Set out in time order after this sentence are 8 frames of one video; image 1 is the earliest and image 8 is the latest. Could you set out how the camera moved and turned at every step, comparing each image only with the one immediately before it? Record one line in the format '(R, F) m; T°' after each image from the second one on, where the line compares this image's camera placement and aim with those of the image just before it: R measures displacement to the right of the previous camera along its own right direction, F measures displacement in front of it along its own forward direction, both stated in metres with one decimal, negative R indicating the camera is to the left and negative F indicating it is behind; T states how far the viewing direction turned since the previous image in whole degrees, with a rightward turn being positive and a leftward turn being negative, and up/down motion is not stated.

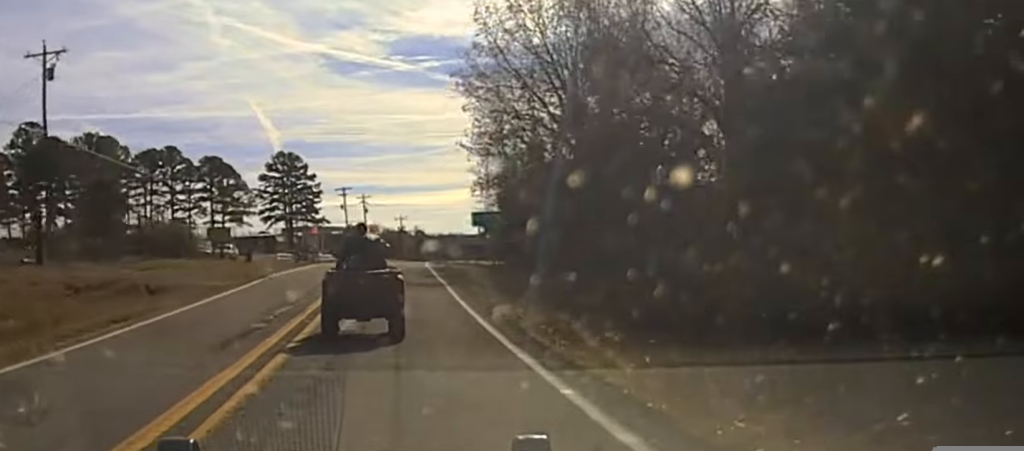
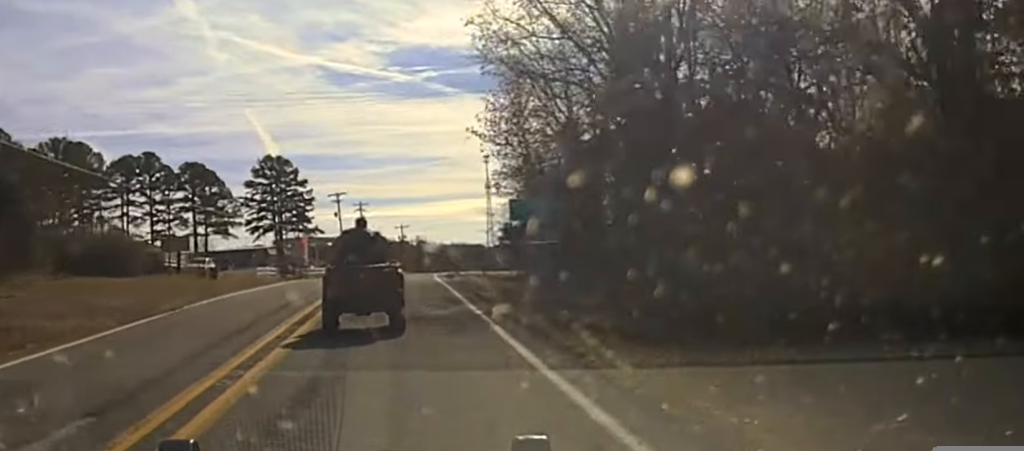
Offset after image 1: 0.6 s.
(+0.1, +13.9) m; 0°
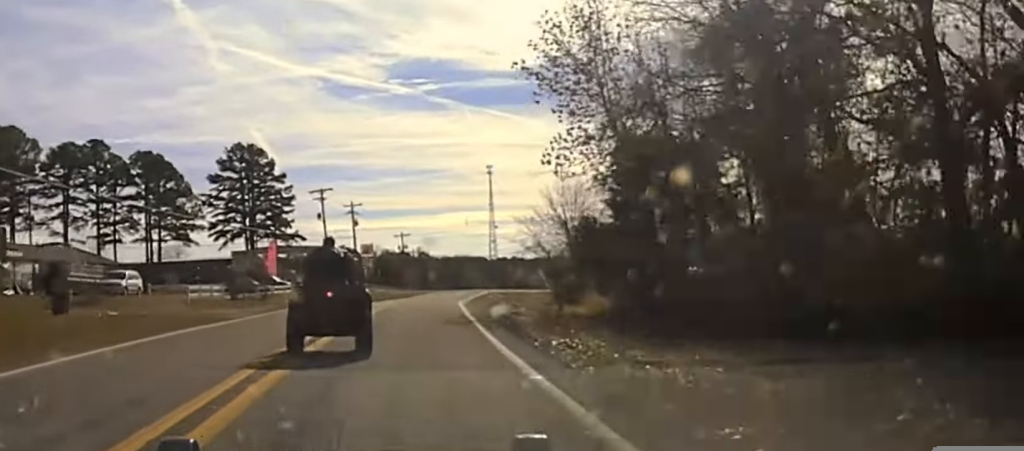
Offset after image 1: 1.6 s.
(0.0, +25.2) m; 0°
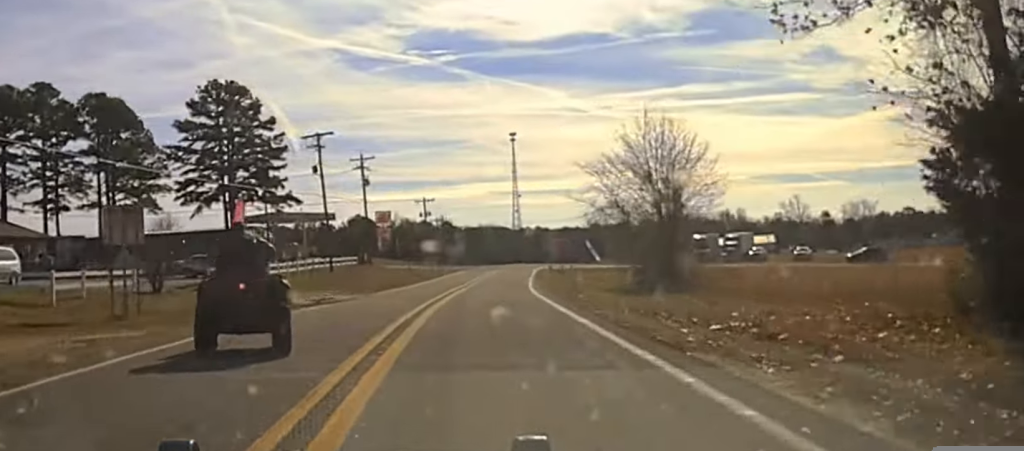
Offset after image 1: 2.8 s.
(-0.2, +24.9) m; -1°
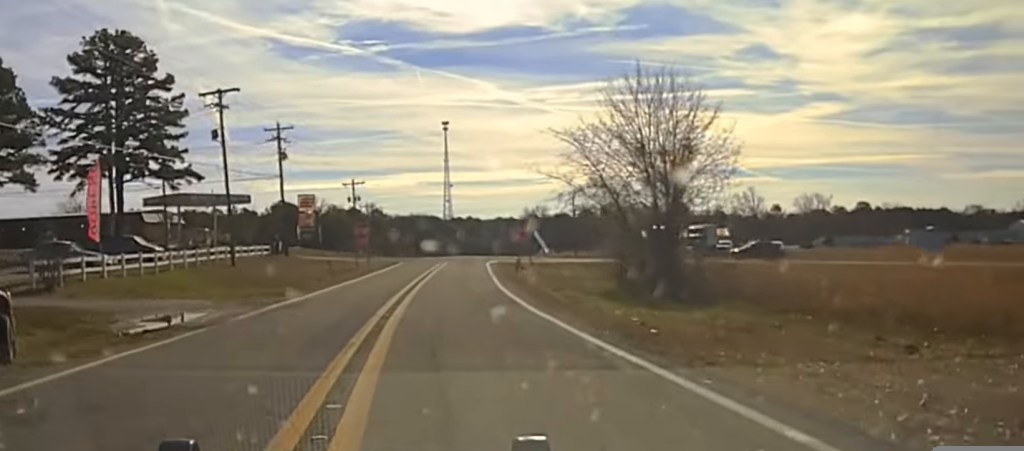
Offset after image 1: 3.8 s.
(0.0, +19.3) m; +1°
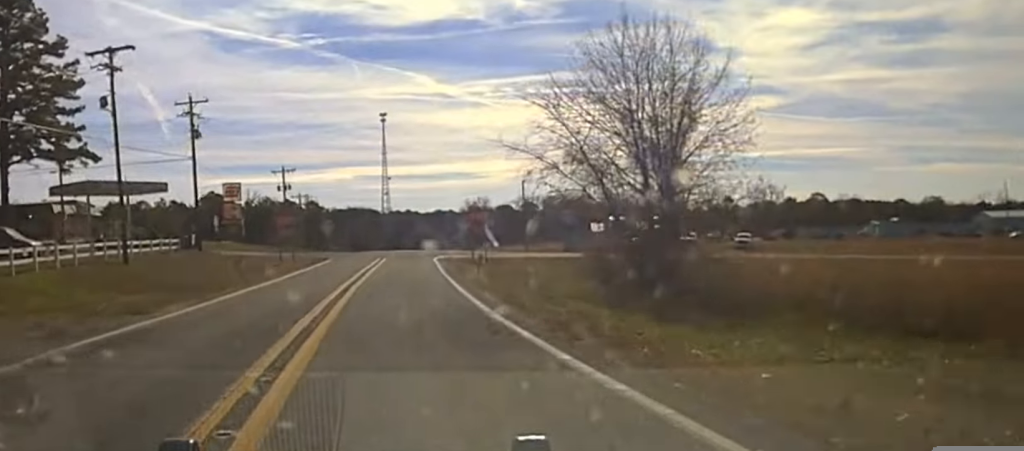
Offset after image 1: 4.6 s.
(+0.3, +15.4) m; +2°
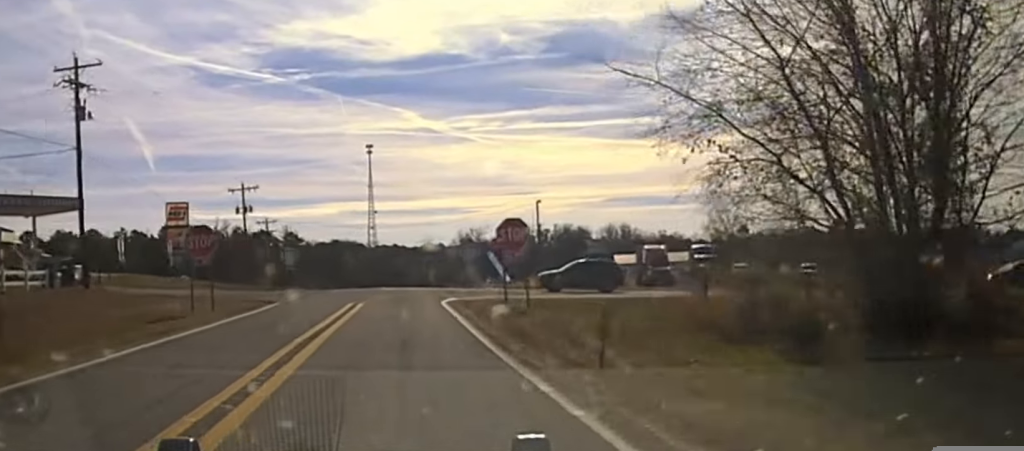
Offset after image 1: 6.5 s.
(+1.3, +26.7) m; +5°
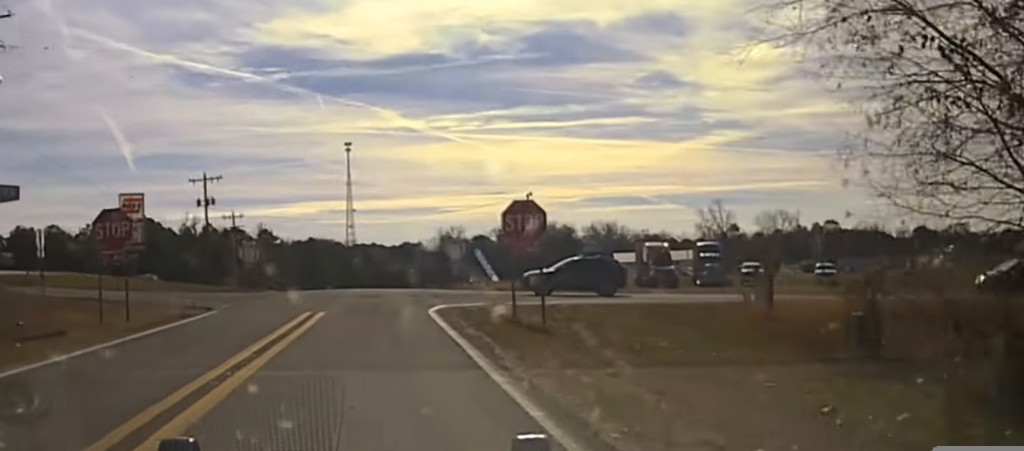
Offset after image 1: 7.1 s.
(+0.1, +6.9) m; +1°
